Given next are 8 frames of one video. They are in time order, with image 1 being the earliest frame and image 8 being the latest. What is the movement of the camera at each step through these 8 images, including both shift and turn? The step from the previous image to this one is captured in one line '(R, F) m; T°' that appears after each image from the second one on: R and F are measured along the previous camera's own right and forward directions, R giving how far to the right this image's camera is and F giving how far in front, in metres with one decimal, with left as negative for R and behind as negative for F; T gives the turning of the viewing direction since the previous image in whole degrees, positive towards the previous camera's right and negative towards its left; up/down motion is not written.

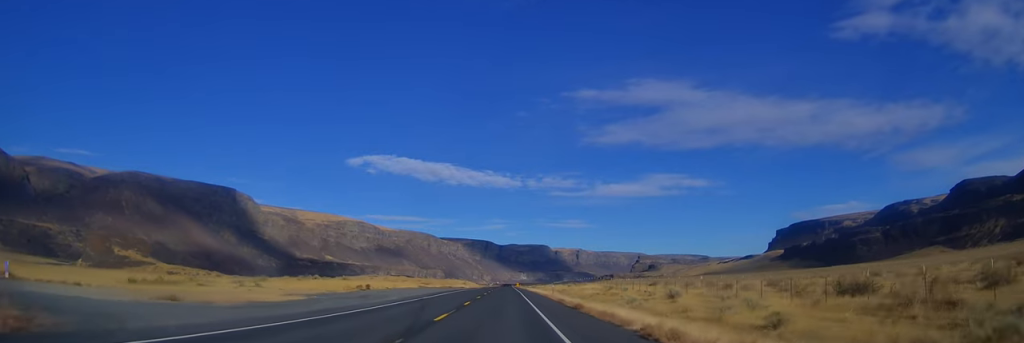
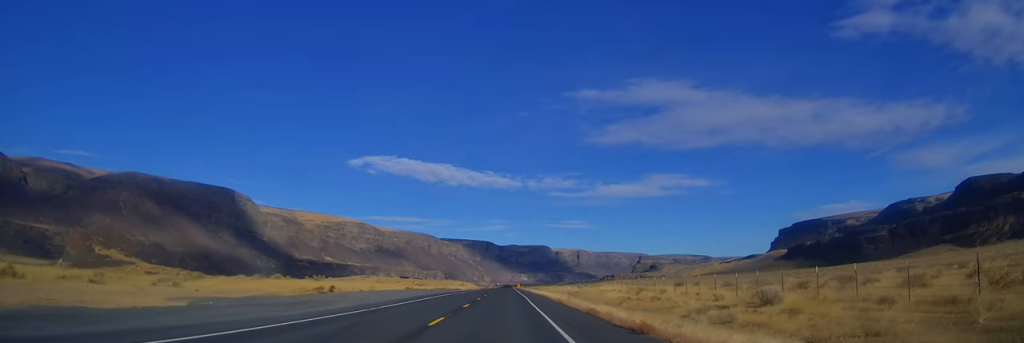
(+0.1, +14.0) m; 0°
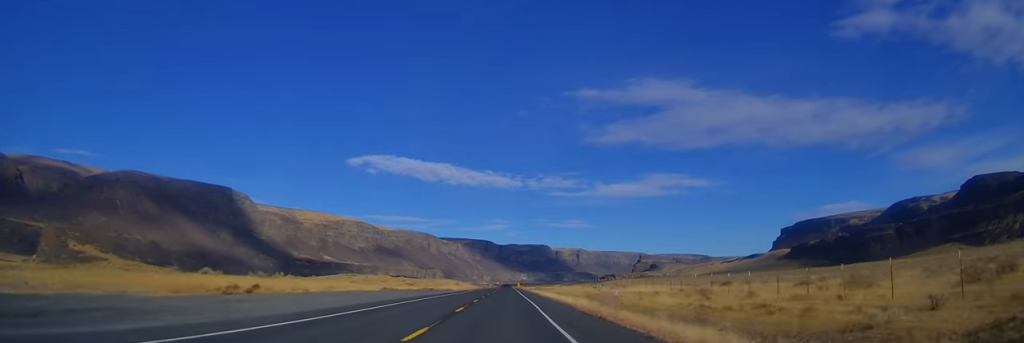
(-0.2, +16.8) m; 0°
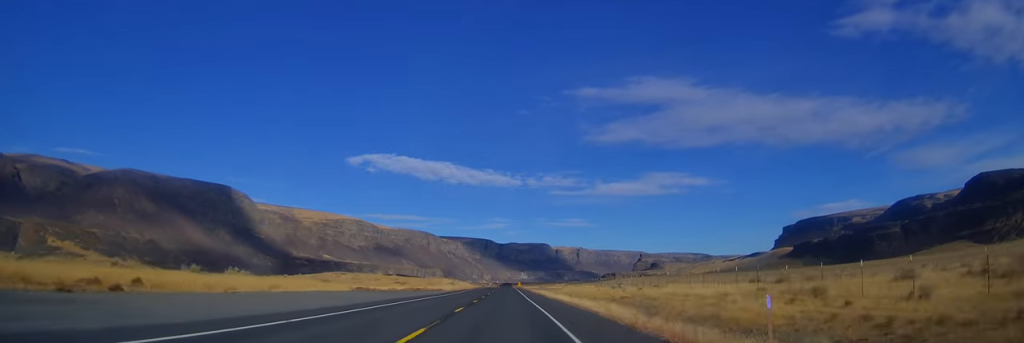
(0.0, +13.1) m; 0°
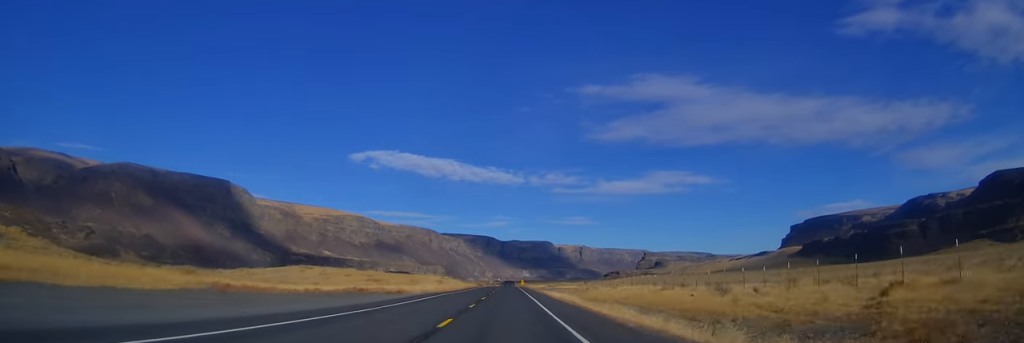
(-0.1, +31.9) m; -1°
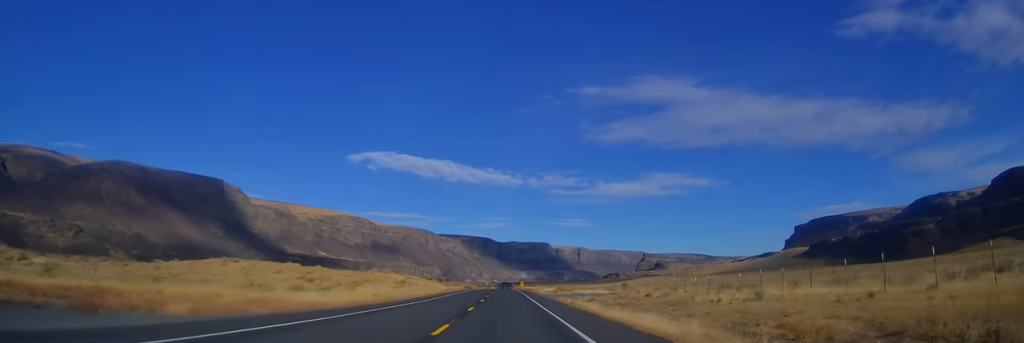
(+0.1, +39.3) m; 0°
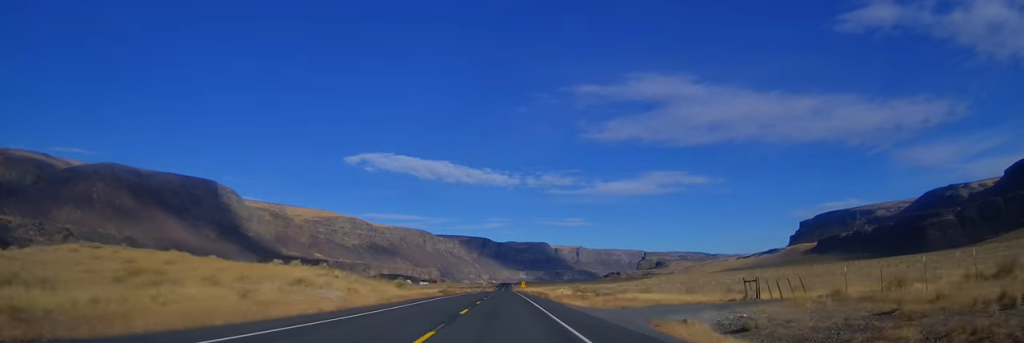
(-0.5, +39.1) m; 0°
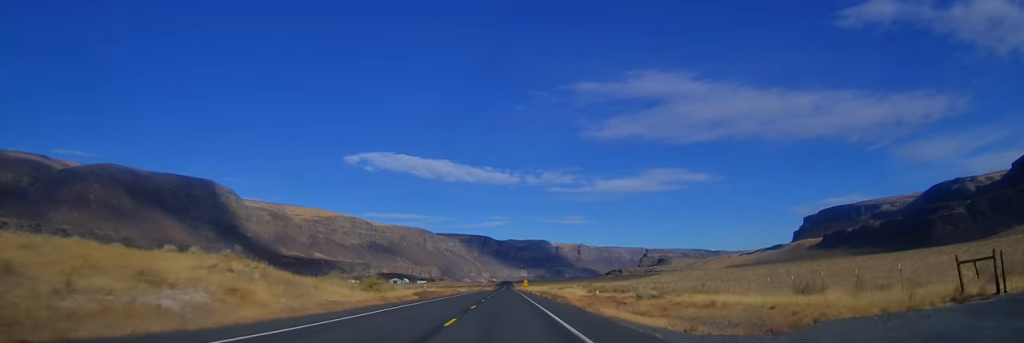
(+0.3, +18.7) m; 0°
